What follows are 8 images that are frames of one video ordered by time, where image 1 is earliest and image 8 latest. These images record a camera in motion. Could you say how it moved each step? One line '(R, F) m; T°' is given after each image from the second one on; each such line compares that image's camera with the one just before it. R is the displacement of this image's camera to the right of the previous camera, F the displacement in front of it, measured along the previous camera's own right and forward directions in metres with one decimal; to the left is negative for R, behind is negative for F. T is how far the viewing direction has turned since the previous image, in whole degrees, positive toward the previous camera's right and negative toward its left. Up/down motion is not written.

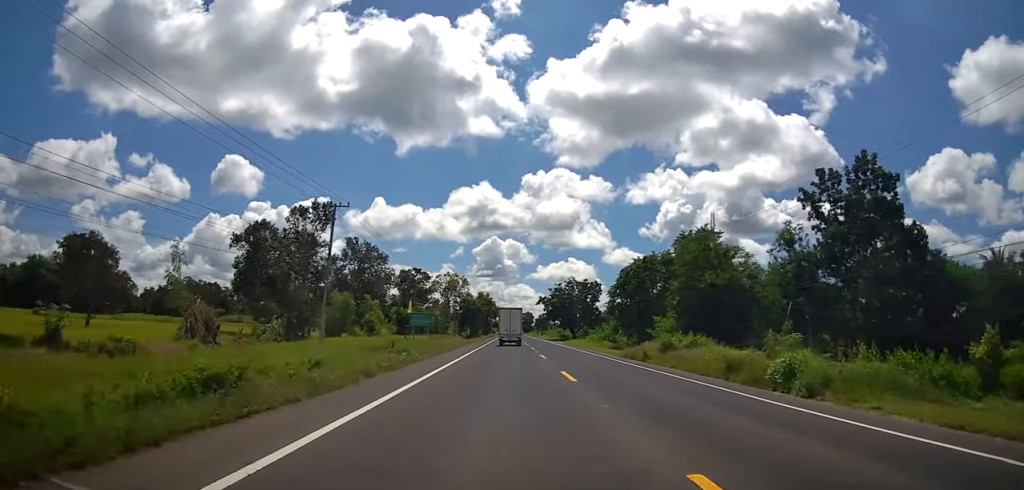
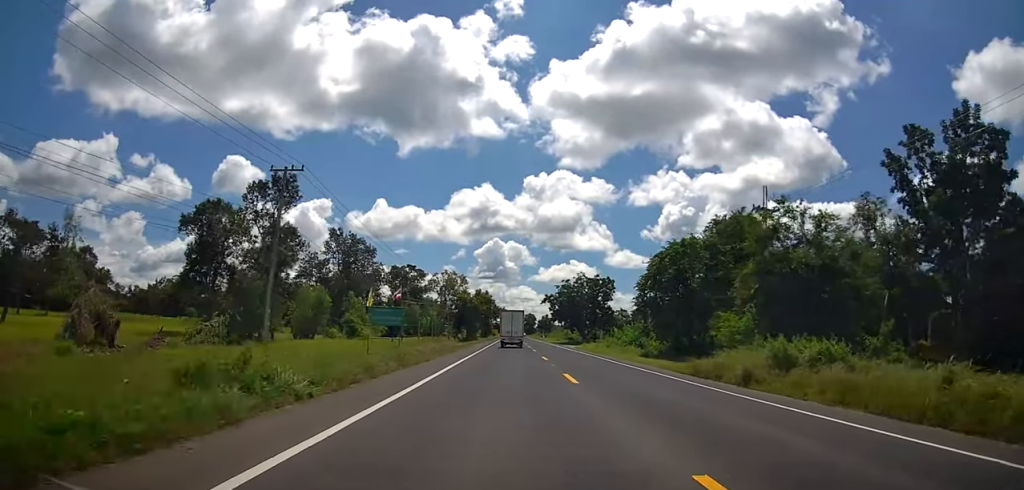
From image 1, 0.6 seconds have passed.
(+0.4, +12.0) m; +1°
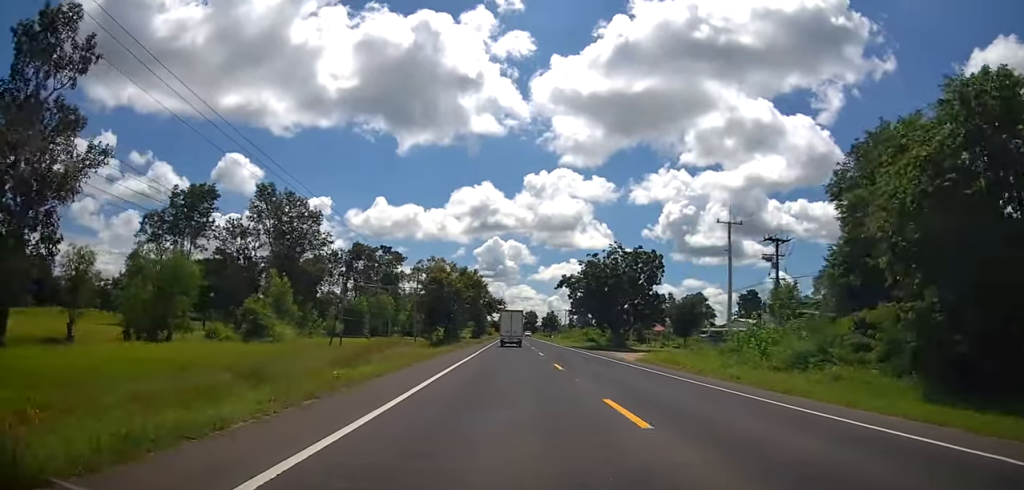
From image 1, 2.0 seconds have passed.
(+0.4, +30.6) m; +1°
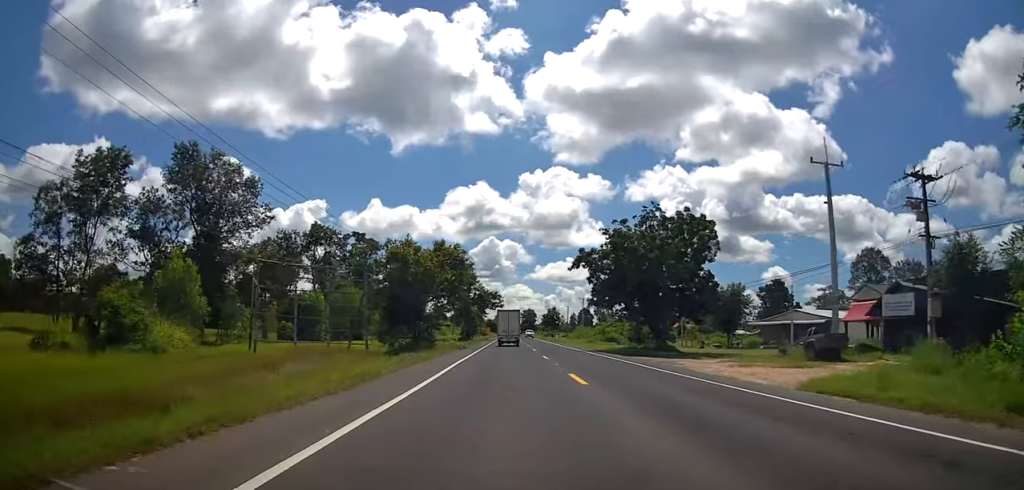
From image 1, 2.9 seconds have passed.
(0.0, +18.4) m; 0°
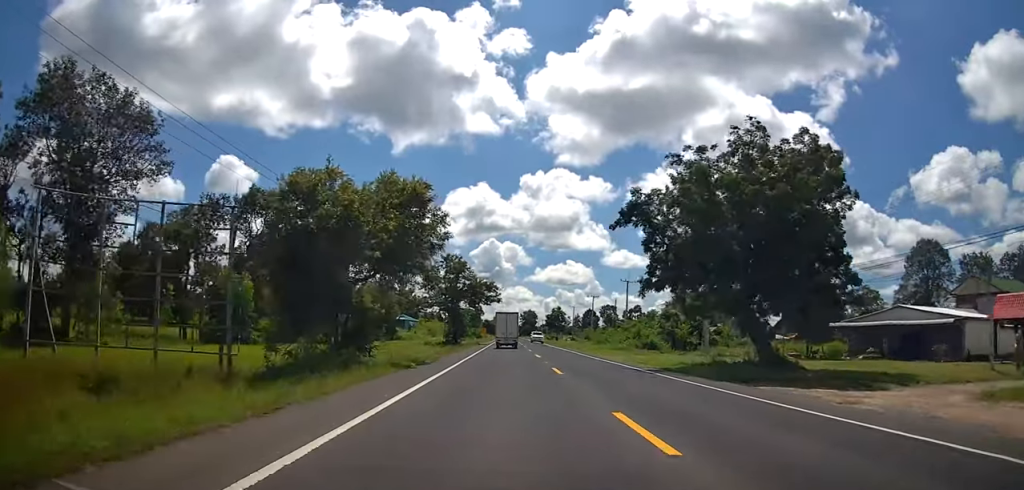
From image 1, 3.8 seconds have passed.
(0.0, +19.1) m; -2°
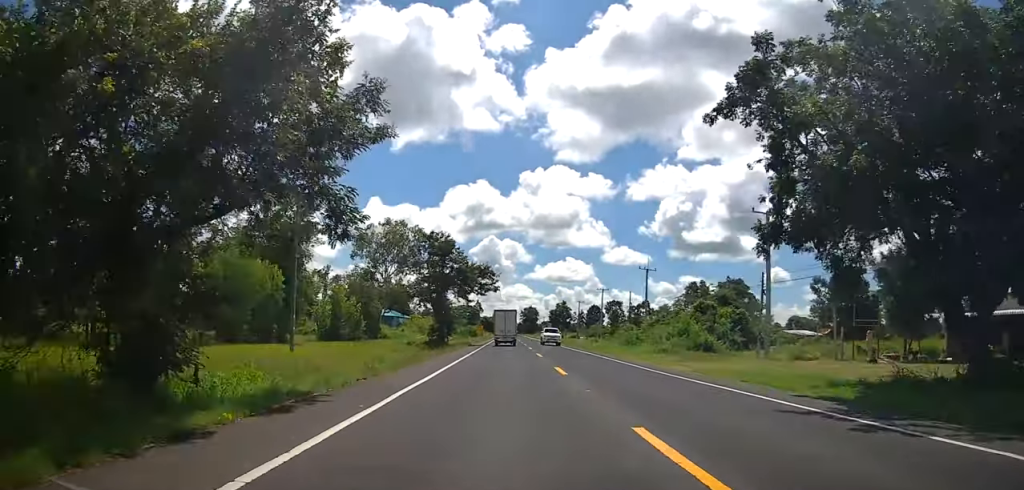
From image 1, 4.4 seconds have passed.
(-0.4, +13.5) m; 0°
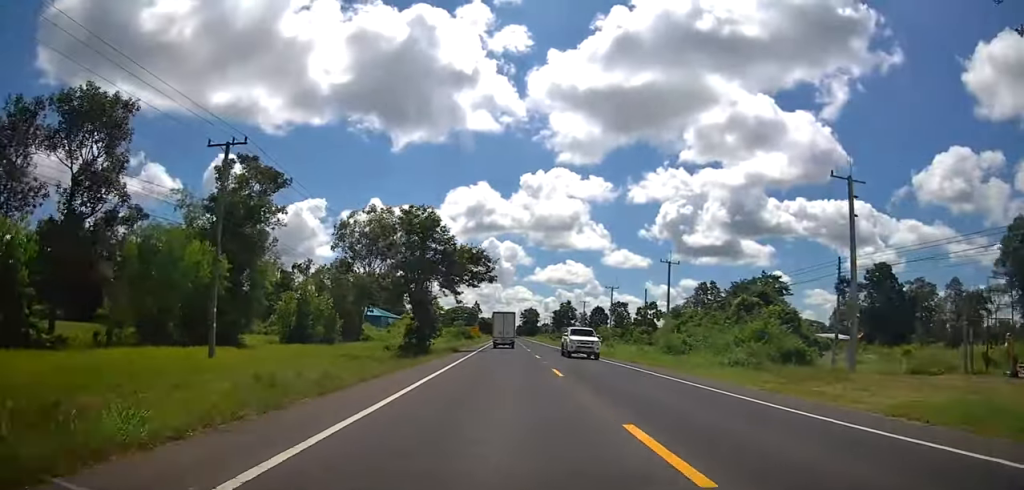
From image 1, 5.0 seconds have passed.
(-0.3, +11.5) m; 0°
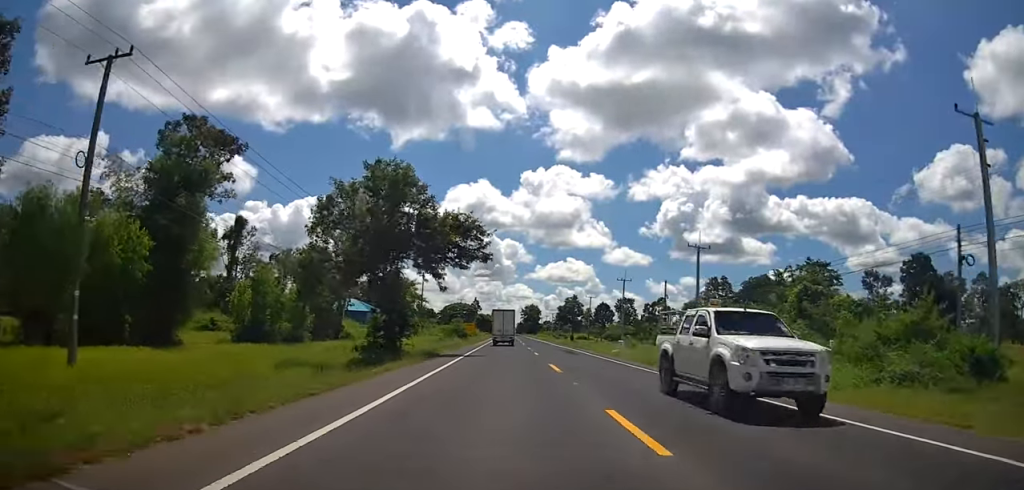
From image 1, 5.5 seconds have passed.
(+0.4, +10.8) m; +1°
